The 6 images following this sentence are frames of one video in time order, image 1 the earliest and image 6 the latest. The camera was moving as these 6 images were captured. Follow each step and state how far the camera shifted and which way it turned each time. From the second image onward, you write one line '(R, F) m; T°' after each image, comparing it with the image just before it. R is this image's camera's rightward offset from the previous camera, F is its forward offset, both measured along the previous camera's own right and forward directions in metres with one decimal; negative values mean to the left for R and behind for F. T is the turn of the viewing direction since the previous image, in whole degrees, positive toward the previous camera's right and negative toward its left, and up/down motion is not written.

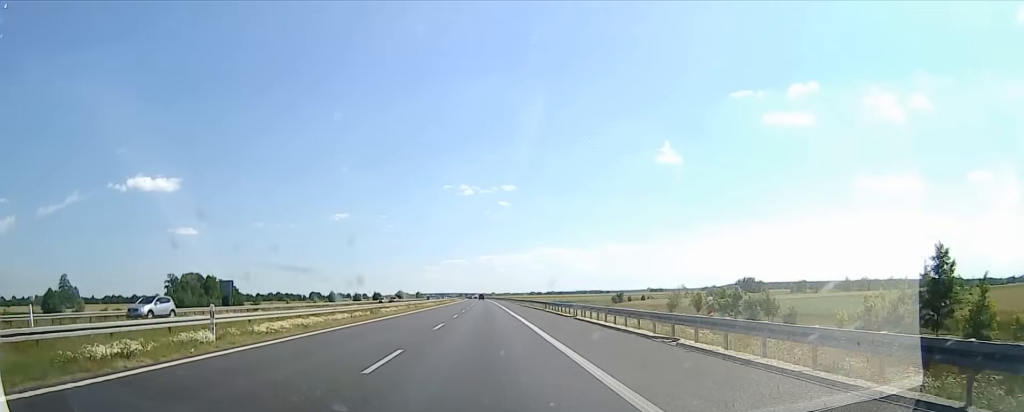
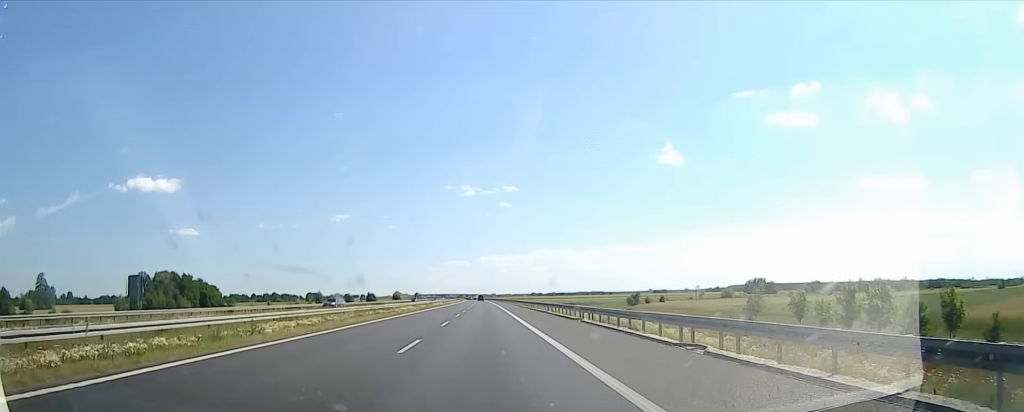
(-0.6, +20.8) m; 0°
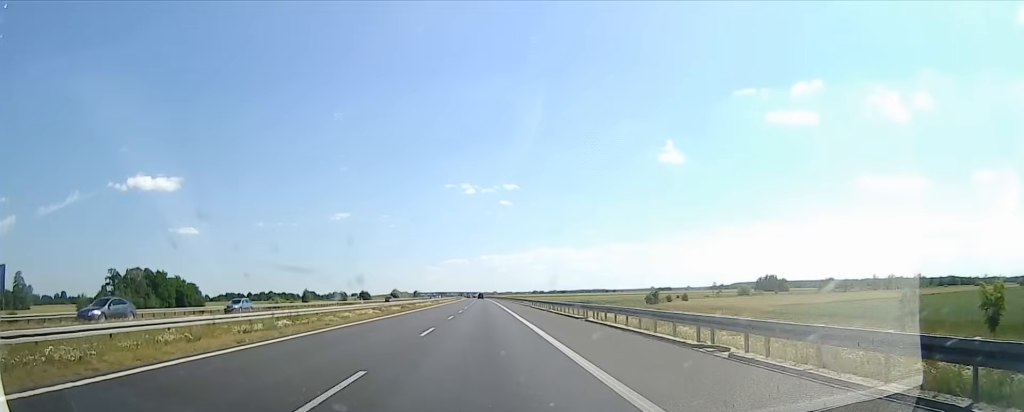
(+0.5, +19.6) m; +1°
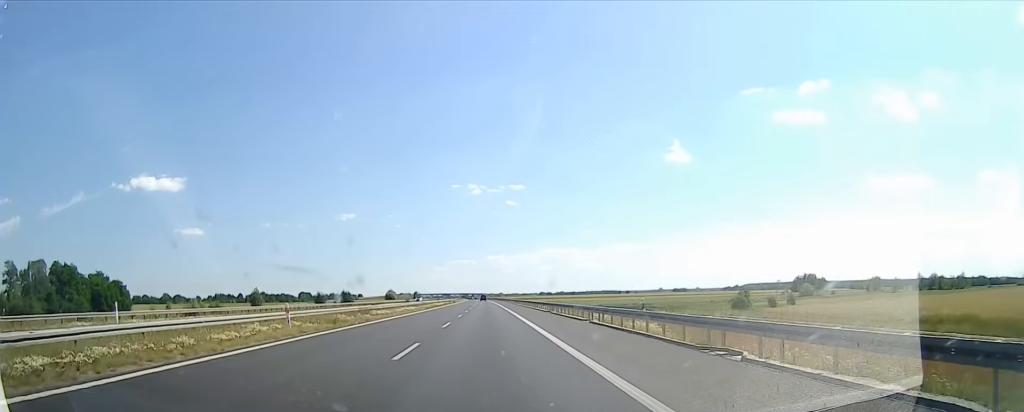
(+0.6, +54.7) m; 0°
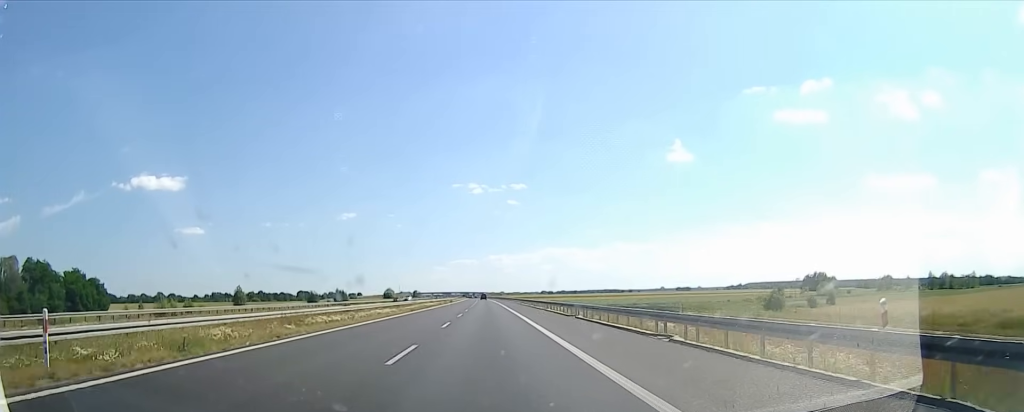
(-0.1, +13.2) m; 0°
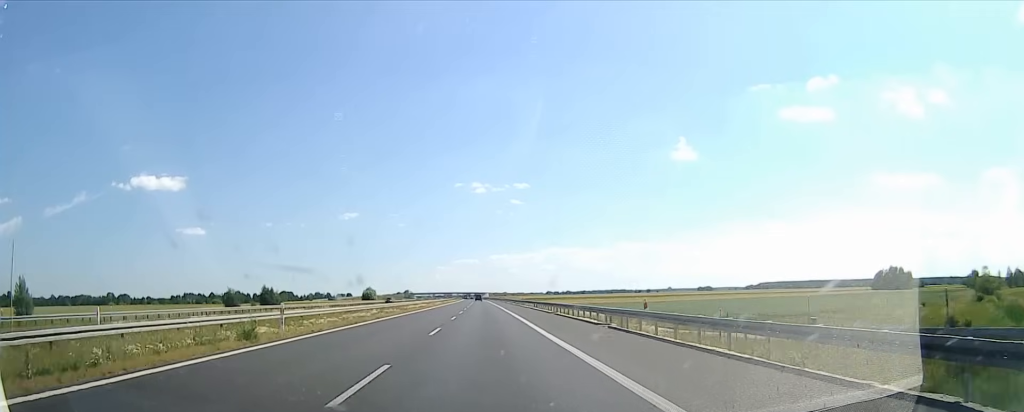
(-1.4, +89.2) m; -1°
